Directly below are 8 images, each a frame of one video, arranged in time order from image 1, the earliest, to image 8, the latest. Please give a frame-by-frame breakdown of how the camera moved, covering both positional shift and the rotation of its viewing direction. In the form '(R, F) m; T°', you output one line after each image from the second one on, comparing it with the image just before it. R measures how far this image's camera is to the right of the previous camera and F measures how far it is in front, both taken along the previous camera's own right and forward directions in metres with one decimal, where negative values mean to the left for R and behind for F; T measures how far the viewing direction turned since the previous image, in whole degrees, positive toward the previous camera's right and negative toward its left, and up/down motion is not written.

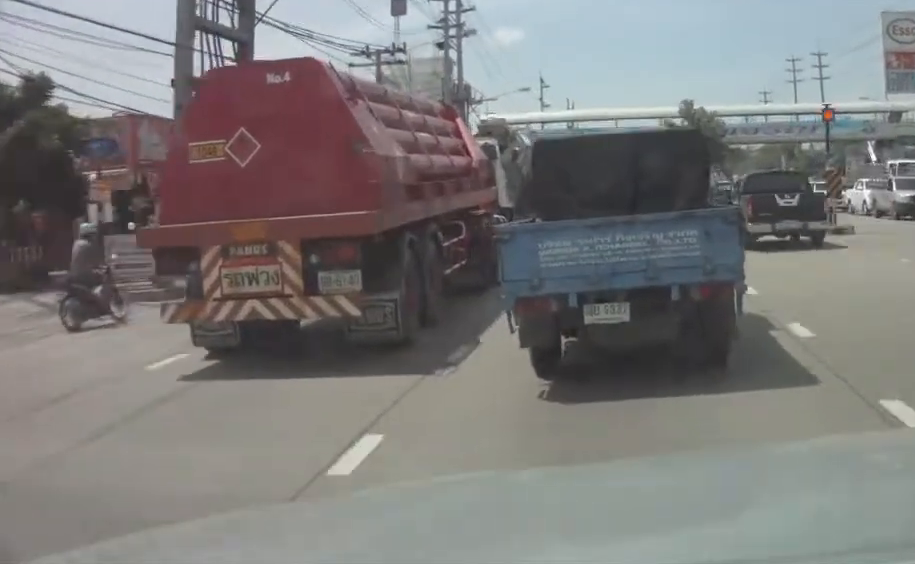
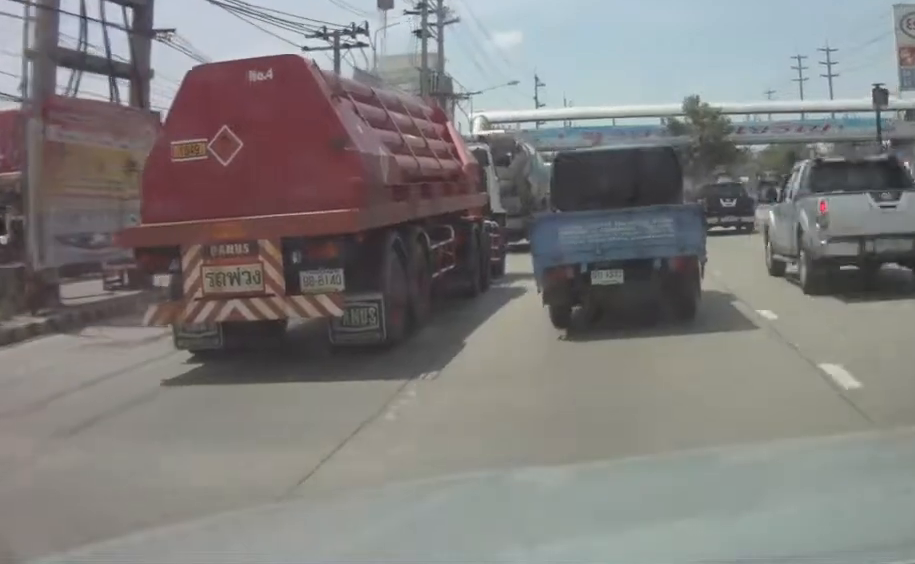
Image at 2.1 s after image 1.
(0.0, +9.2) m; 0°
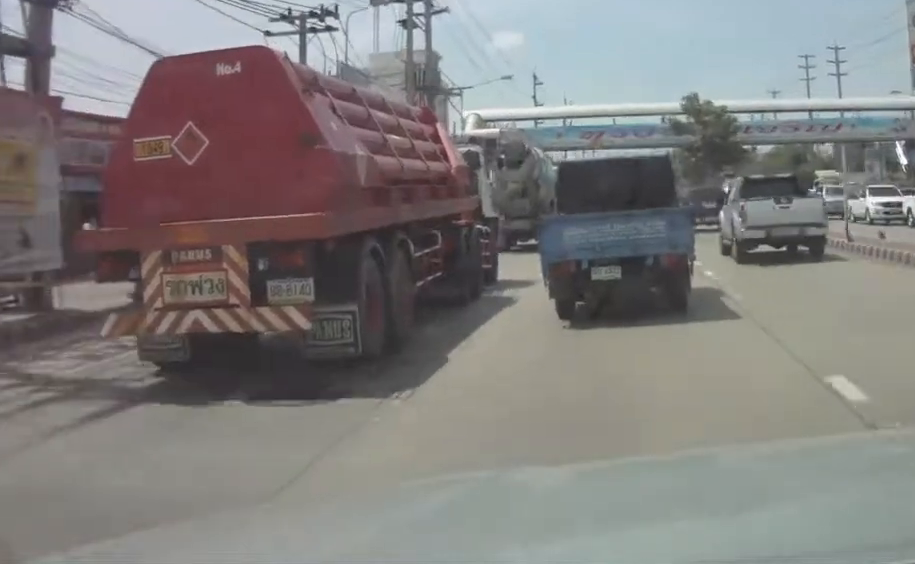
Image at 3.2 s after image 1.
(0.0, +5.0) m; 0°
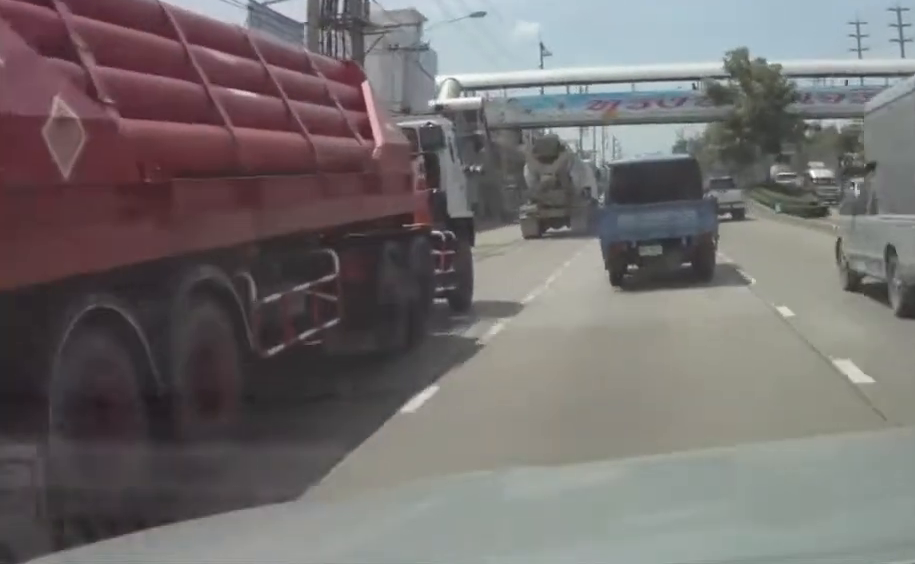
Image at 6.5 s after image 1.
(-0.1, +20.0) m; -1°
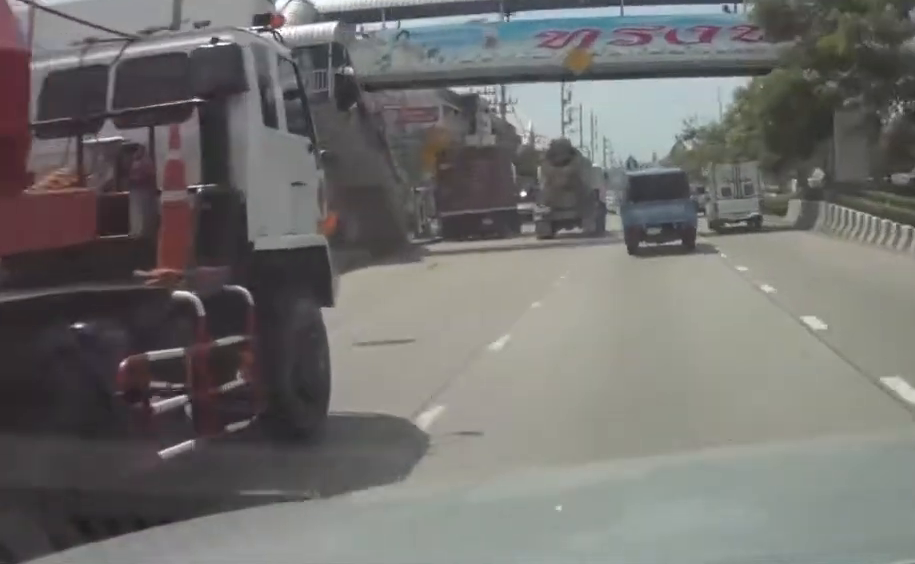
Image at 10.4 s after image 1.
(-0.2, +29.7) m; 0°
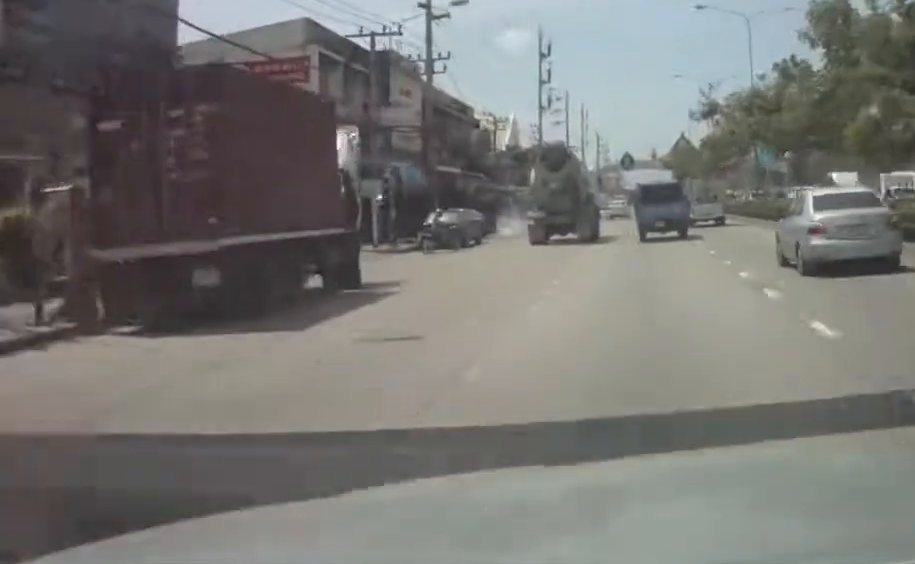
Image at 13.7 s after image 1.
(-0.1, +29.9) m; -1°
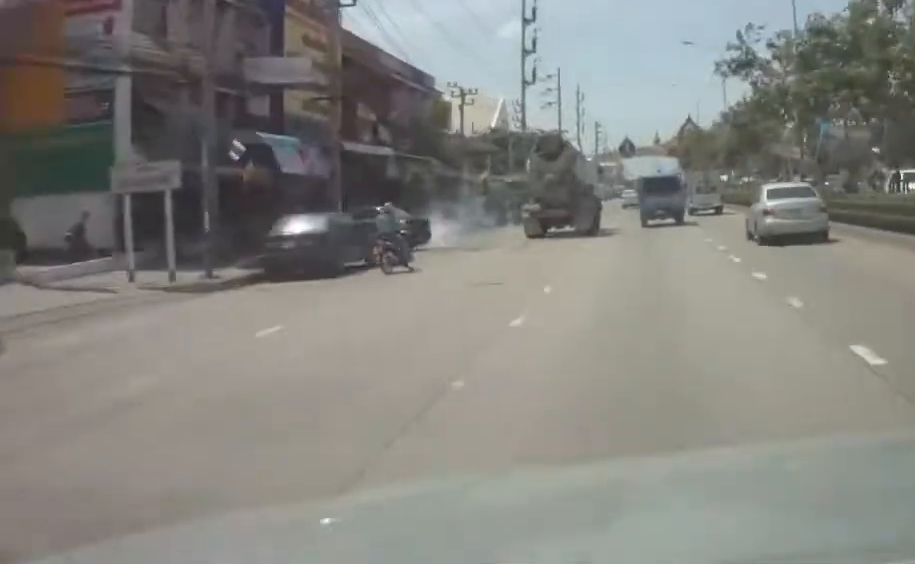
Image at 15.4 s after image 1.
(-0.2, +17.9) m; 0°
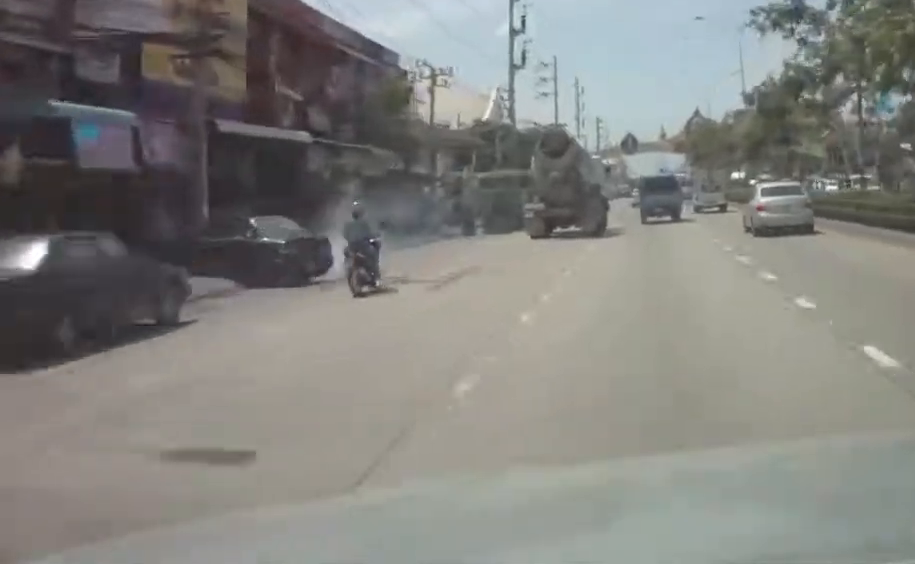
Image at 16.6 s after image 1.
(0.0, +12.5) m; 0°
